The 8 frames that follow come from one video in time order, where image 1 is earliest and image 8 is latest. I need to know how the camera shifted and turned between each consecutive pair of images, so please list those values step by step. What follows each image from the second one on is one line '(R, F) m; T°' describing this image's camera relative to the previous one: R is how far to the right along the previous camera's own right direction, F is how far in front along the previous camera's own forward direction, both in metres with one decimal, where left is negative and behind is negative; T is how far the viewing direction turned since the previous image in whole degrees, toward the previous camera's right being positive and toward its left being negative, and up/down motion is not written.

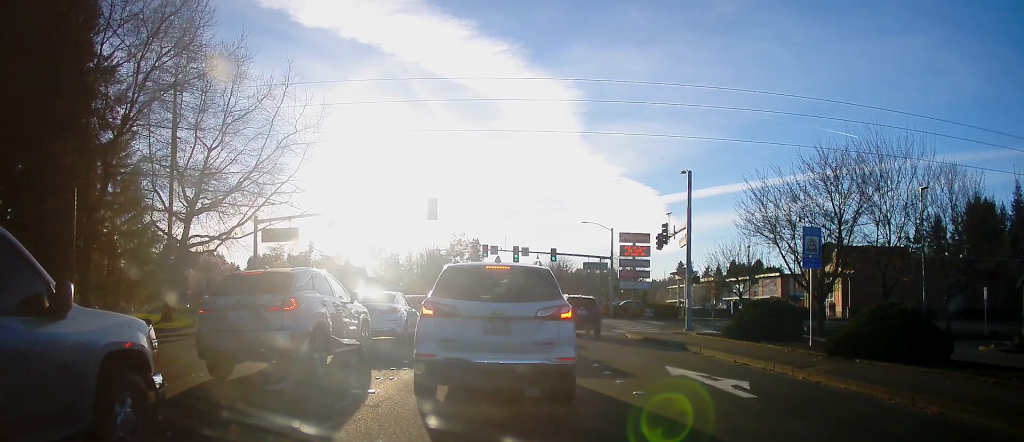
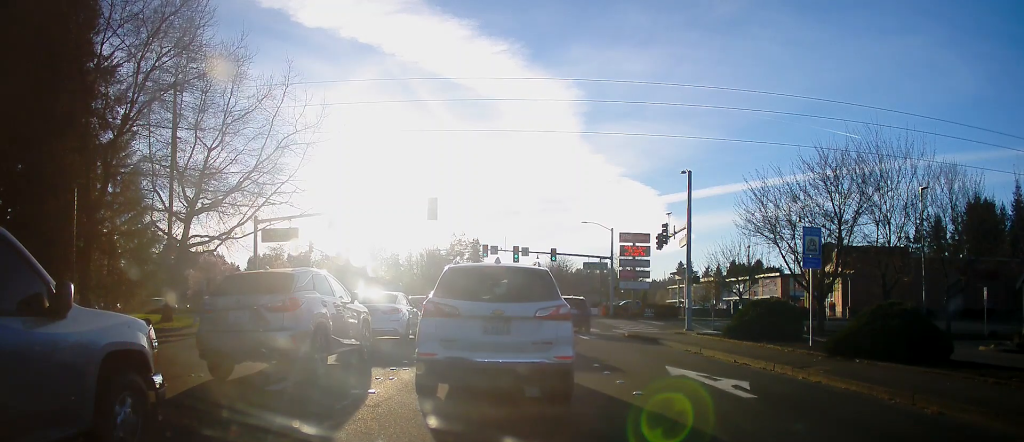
(0.0, 0.0) m; 0°
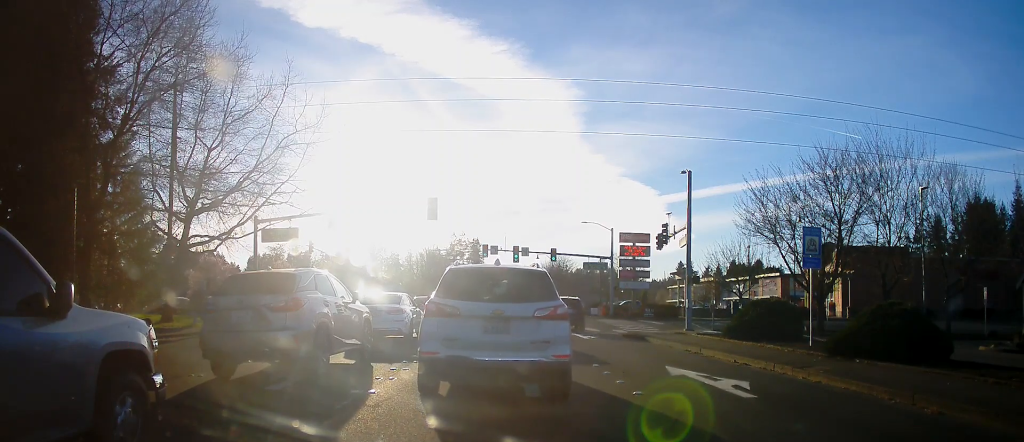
(0.0, 0.0) m; 0°
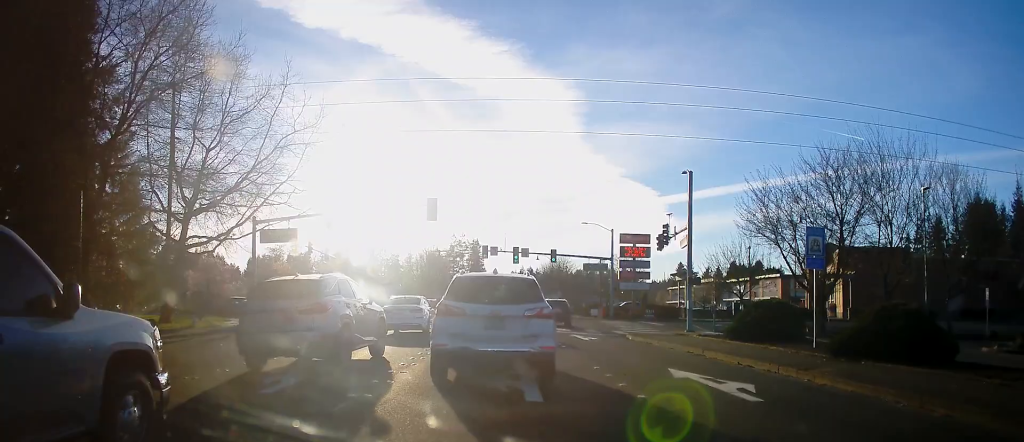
(0.0, +0.2) m; 0°
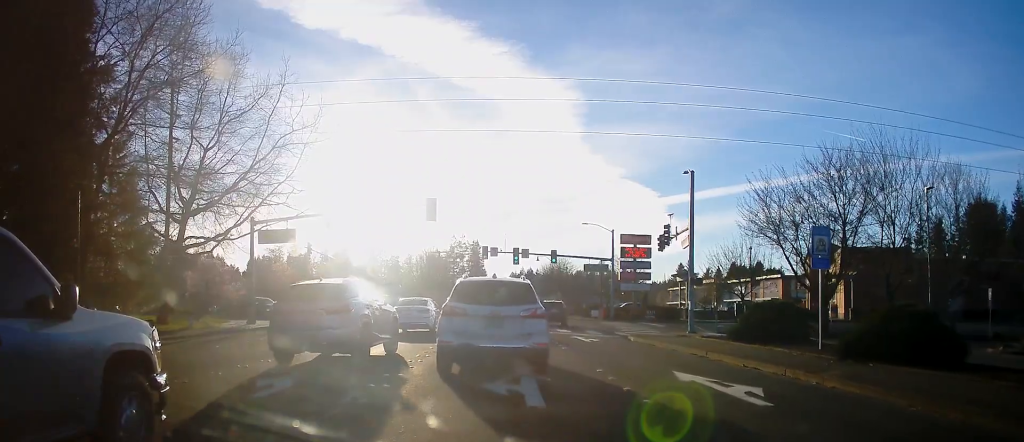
(0.0, +0.3) m; 0°
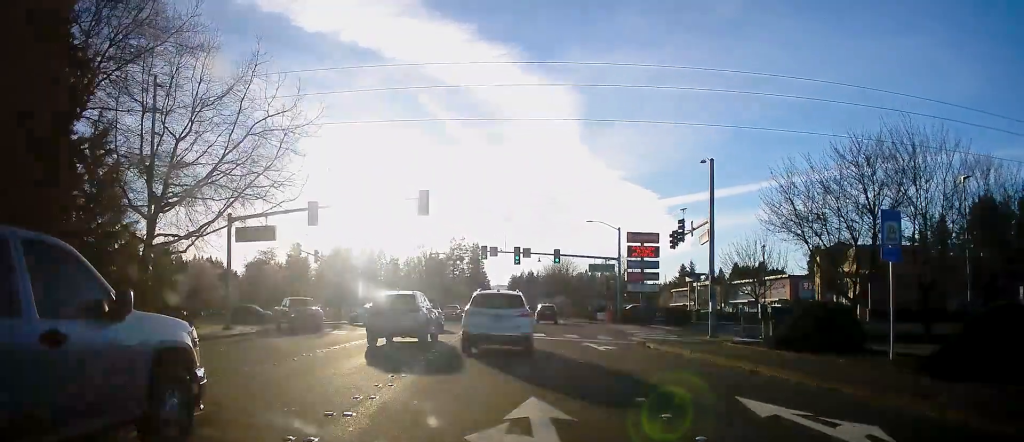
(0.0, +3.3) m; 0°
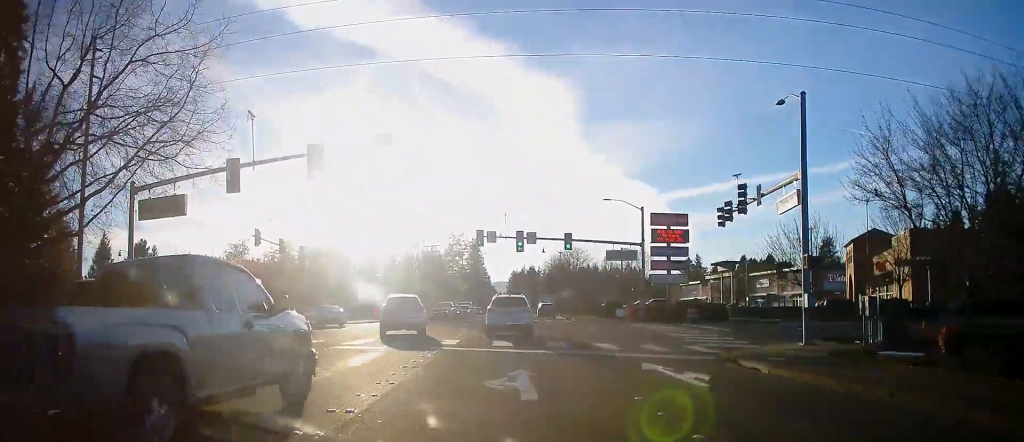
(0.0, +9.8) m; 0°
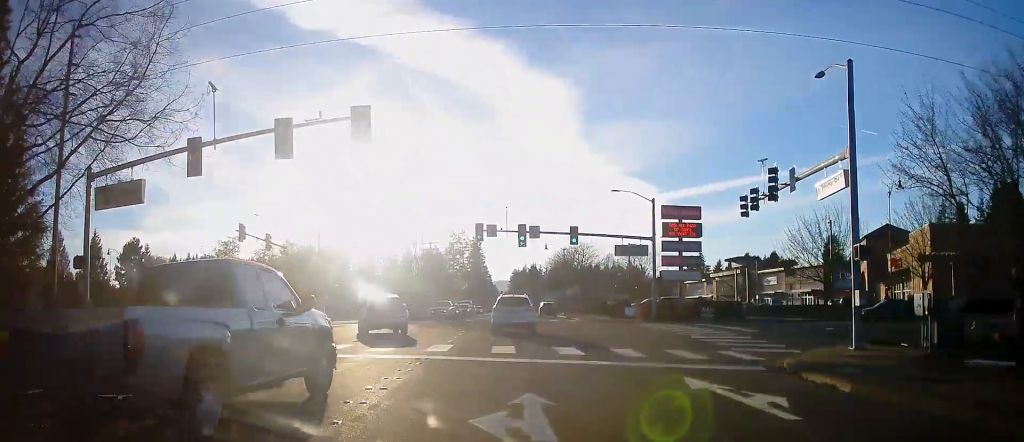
(0.0, +3.2) m; 0°
